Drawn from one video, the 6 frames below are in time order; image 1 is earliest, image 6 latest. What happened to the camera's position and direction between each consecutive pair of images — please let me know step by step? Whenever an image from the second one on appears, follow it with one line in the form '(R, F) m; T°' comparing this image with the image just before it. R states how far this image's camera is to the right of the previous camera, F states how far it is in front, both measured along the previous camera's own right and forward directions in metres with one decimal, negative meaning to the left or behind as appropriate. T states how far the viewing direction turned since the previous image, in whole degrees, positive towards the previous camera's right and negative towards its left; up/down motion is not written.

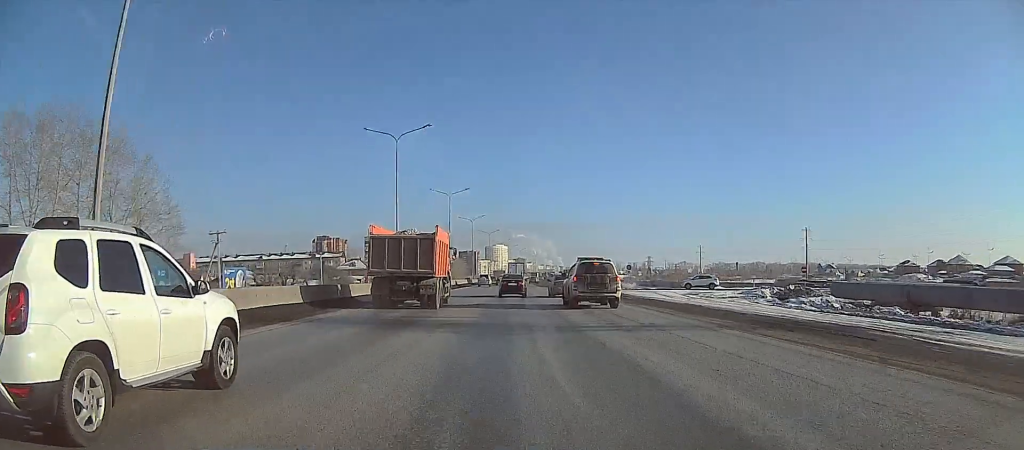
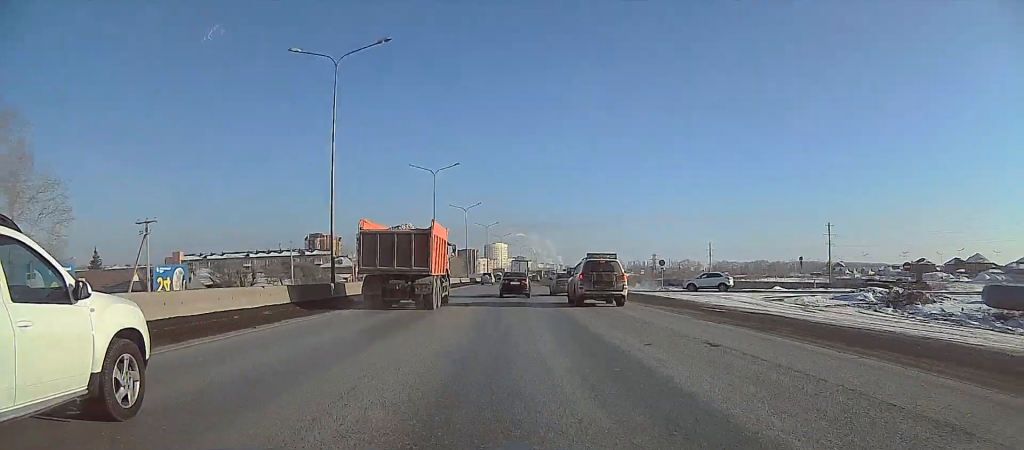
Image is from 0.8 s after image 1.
(+0.4, +18.1) m; +2°
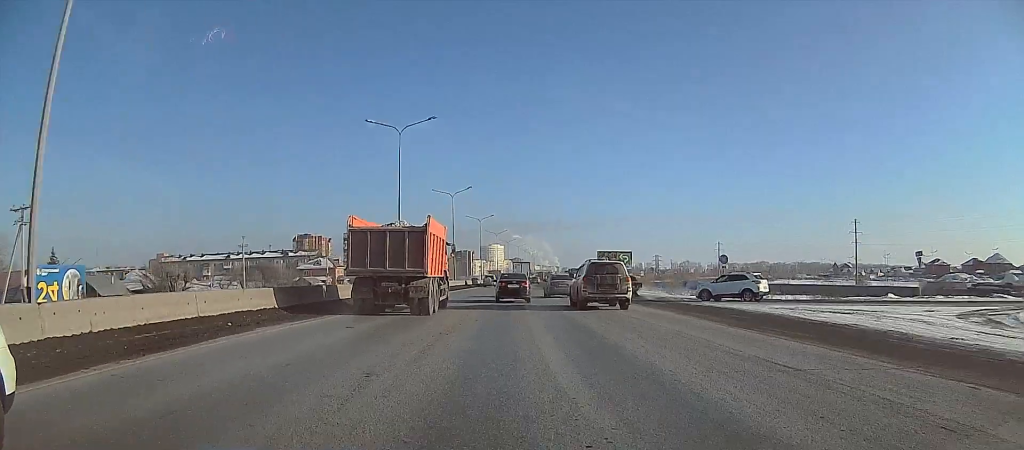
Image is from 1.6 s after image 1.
(+0.5, +20.3) m; 0°
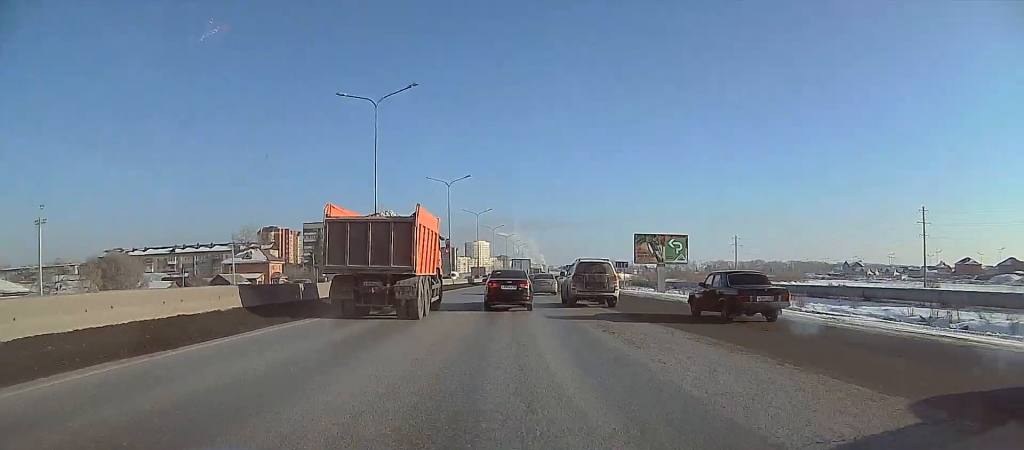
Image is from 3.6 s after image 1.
(-1.4, +43.4) m; -2°
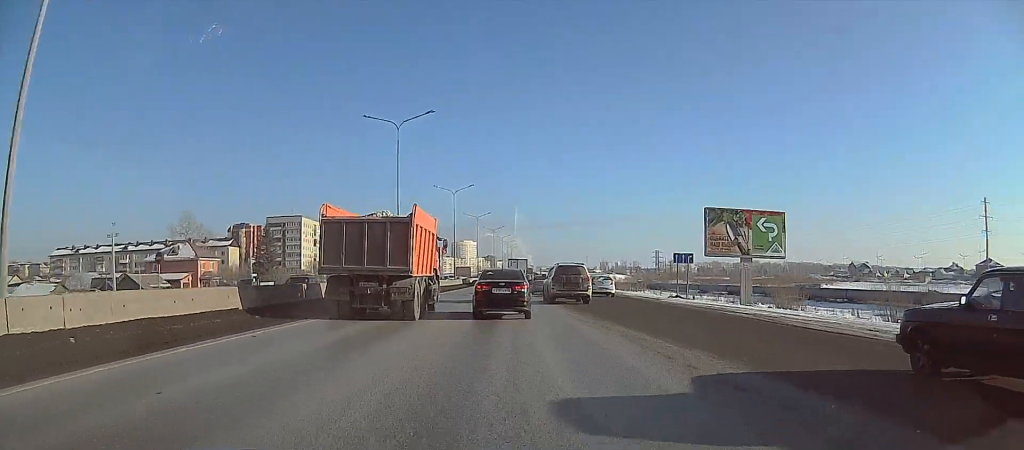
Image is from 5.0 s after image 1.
(+0.3, +29.8) m; +2°
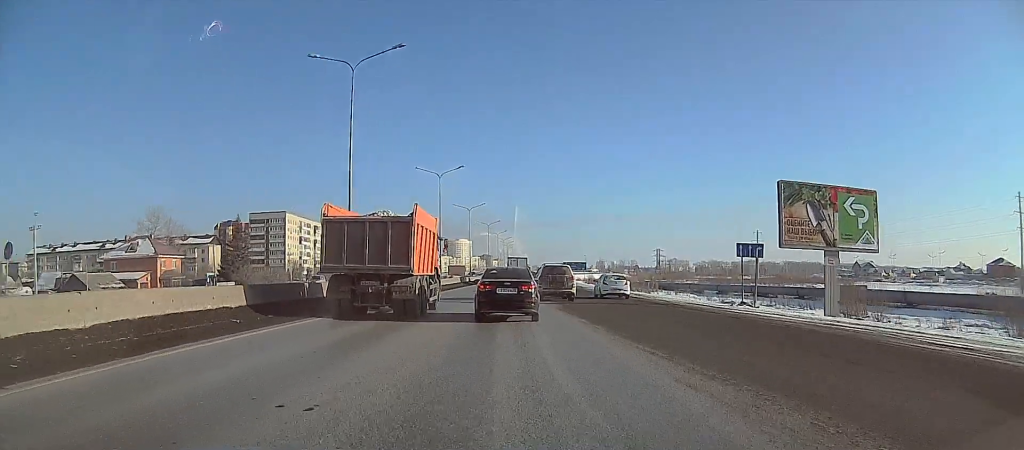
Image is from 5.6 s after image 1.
(+0.1, +13.1) m; +1°
